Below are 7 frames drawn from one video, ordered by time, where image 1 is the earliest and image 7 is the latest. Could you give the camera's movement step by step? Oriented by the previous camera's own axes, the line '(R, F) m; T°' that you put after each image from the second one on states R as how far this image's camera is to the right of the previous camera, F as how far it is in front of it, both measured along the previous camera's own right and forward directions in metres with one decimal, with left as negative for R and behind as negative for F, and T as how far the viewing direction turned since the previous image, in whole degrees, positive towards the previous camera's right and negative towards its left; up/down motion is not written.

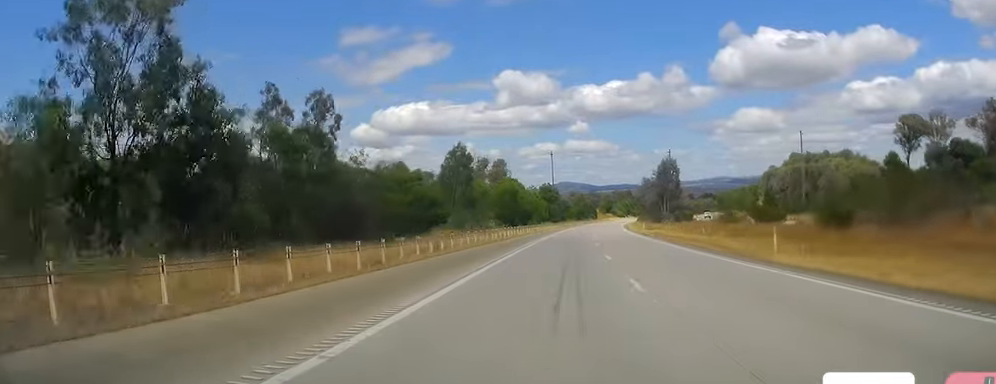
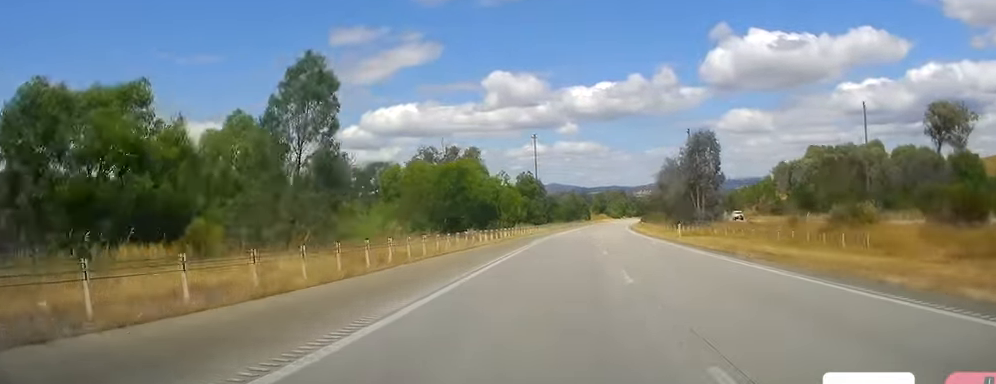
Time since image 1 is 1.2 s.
(+0.6, +33.6) m; +2°
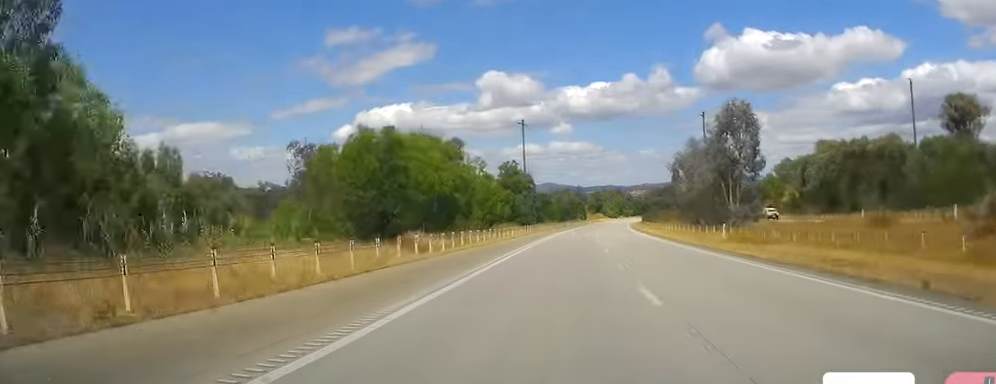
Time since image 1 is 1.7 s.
(+0.4, +16.3) m; 0°
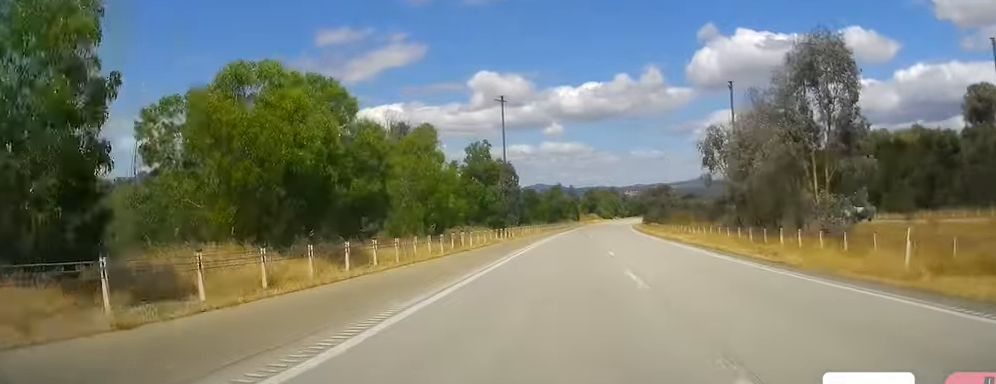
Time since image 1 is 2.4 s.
(-0.3, +20.2) m; +1°
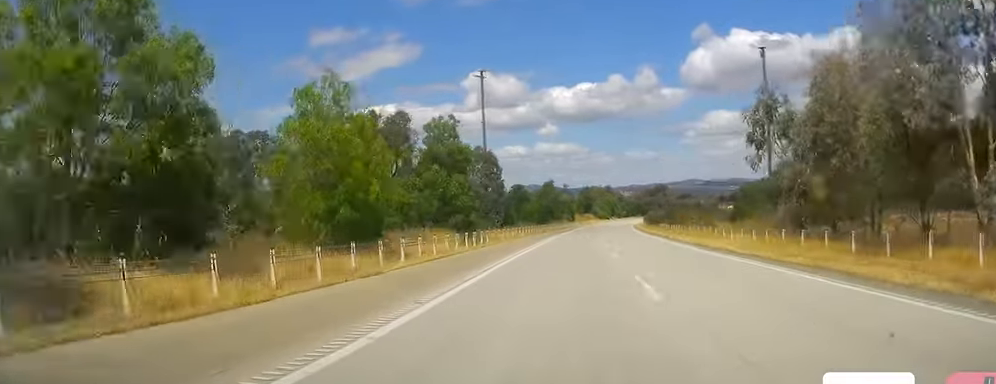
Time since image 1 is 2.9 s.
(-0.5, +14.4) m; +1°
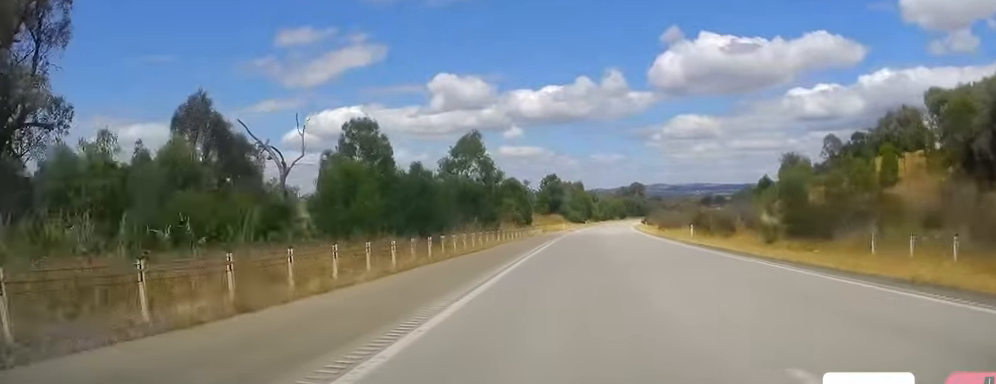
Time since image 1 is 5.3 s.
(+2.0, +69.2) m; +2°
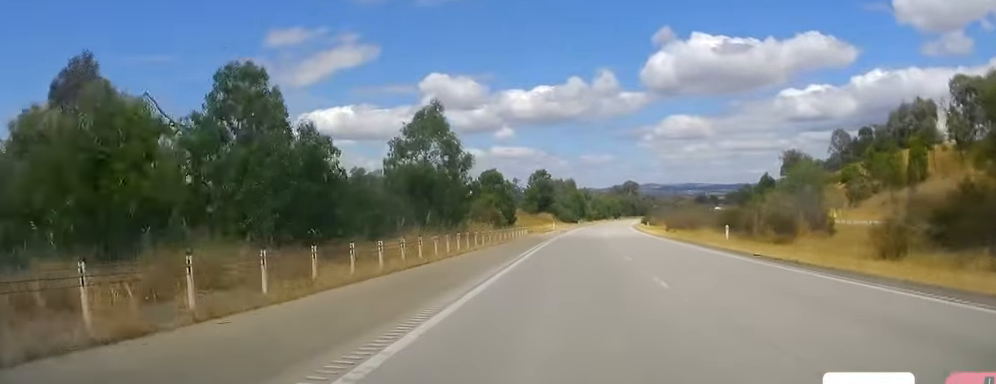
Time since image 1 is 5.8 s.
(+0.1, +13.5) m; +1°
